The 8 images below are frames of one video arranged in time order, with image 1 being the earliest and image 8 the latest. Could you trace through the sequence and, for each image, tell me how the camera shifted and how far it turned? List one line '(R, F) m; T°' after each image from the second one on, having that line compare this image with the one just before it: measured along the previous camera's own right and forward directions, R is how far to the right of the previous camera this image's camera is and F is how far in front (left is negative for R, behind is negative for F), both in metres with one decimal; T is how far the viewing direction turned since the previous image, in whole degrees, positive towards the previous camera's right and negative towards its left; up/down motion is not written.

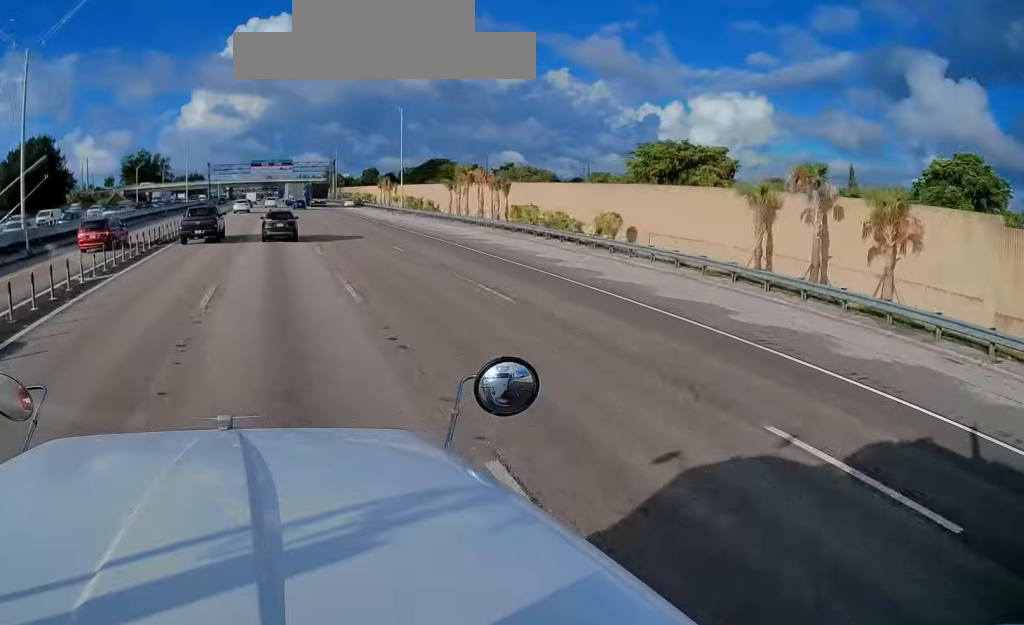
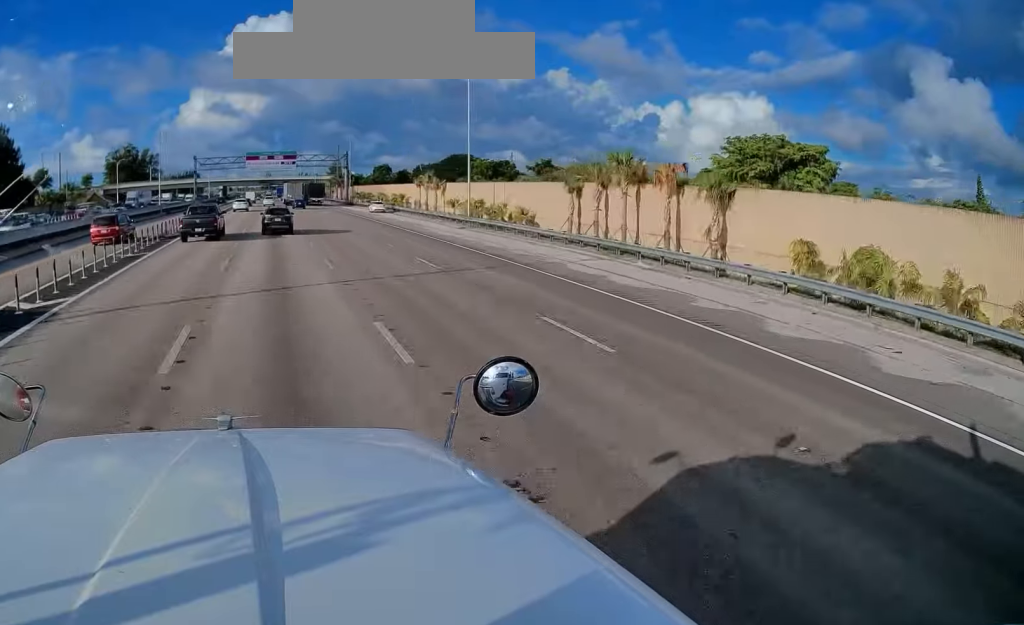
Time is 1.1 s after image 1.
(0.0, +32.9) m; 0°
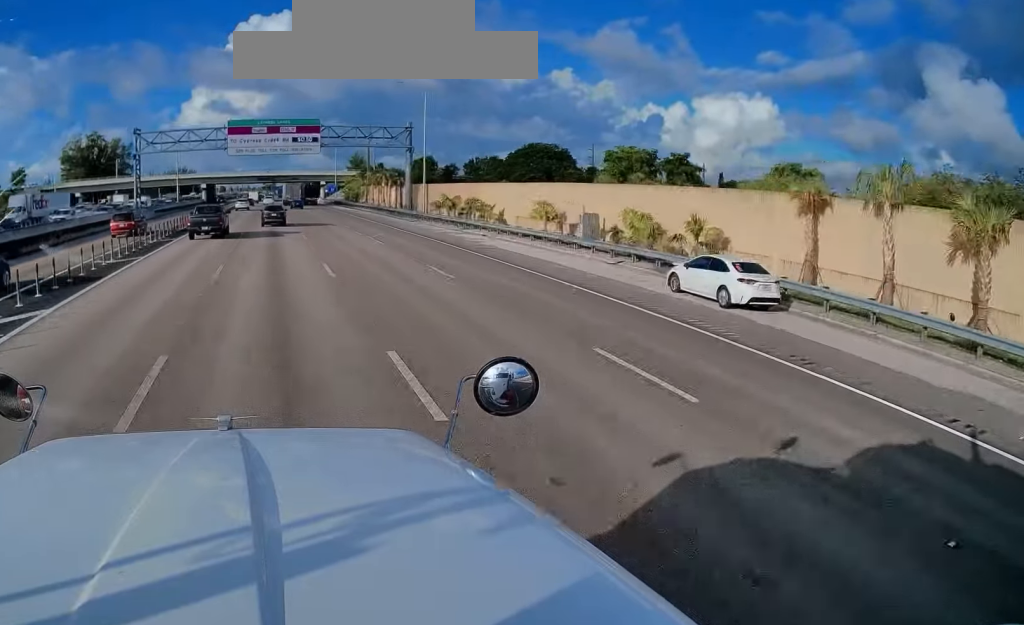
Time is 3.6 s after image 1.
(+0.2, +69.8) m; 0°
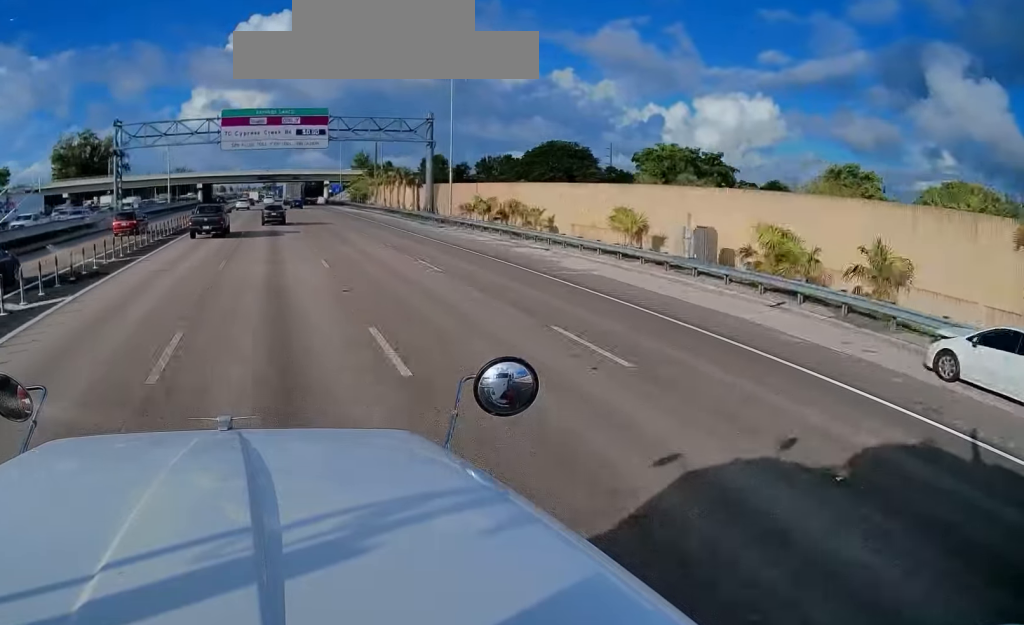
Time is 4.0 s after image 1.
(0.0, +12.3) m; 0°
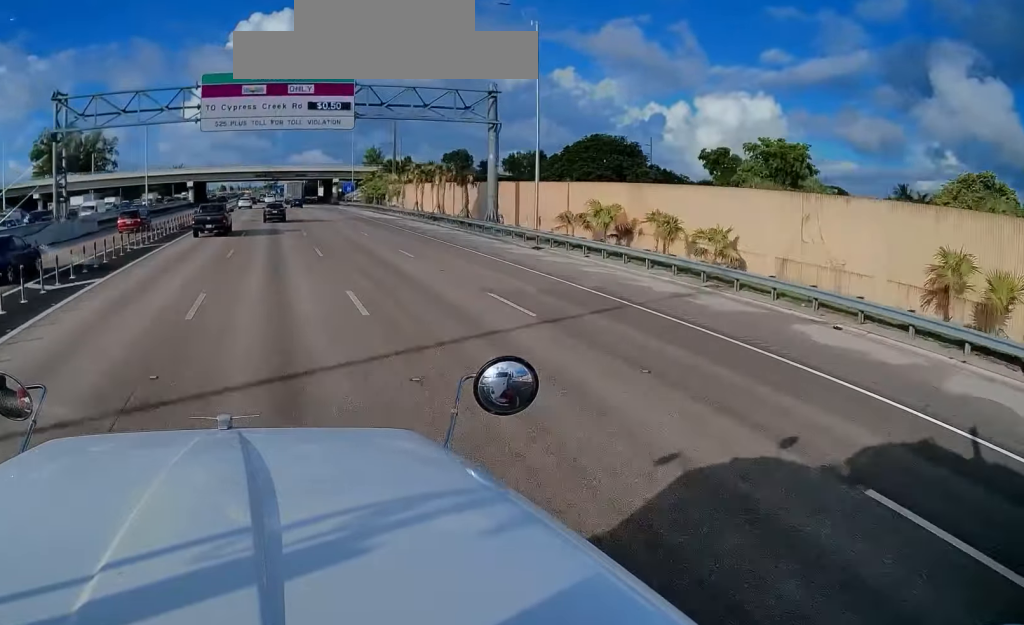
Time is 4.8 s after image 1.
(0.0, +20.8) m; 0°
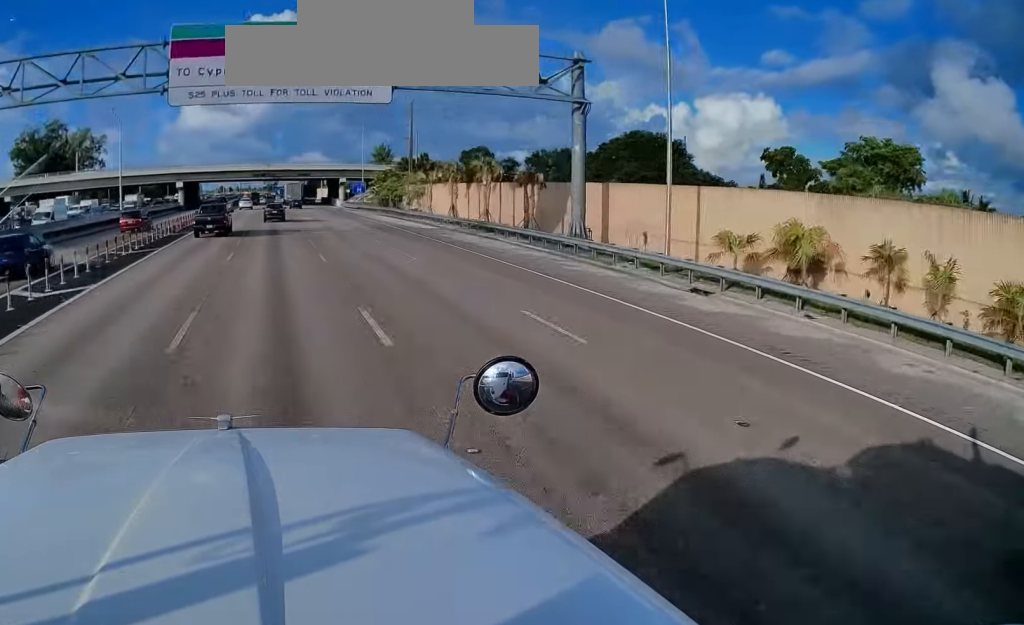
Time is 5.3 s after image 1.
(0.0, +16.1) m; 0°
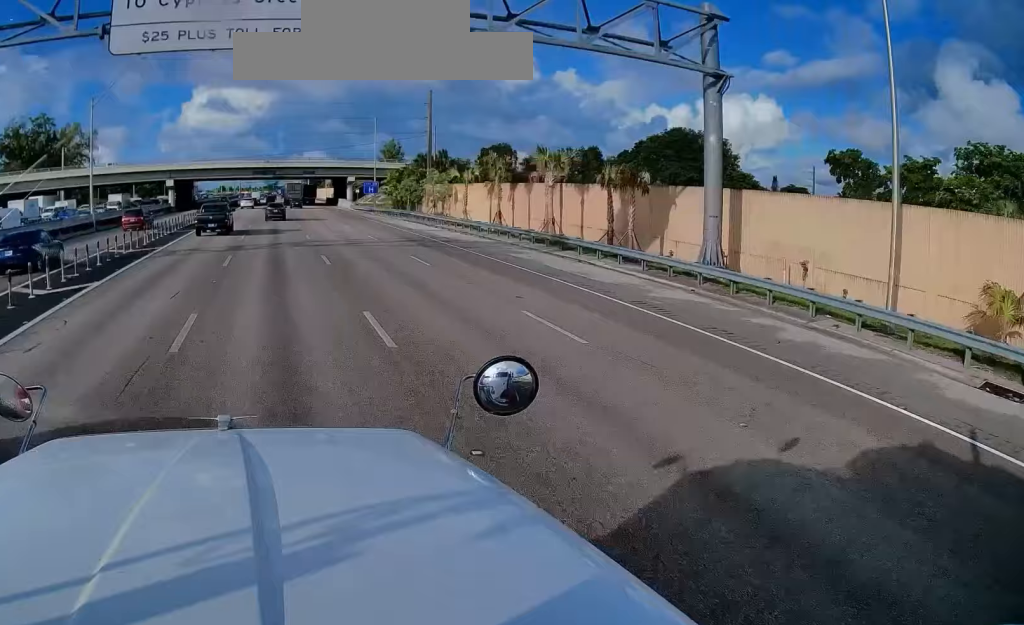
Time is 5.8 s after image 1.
(0.0, +14.0) m; 0°
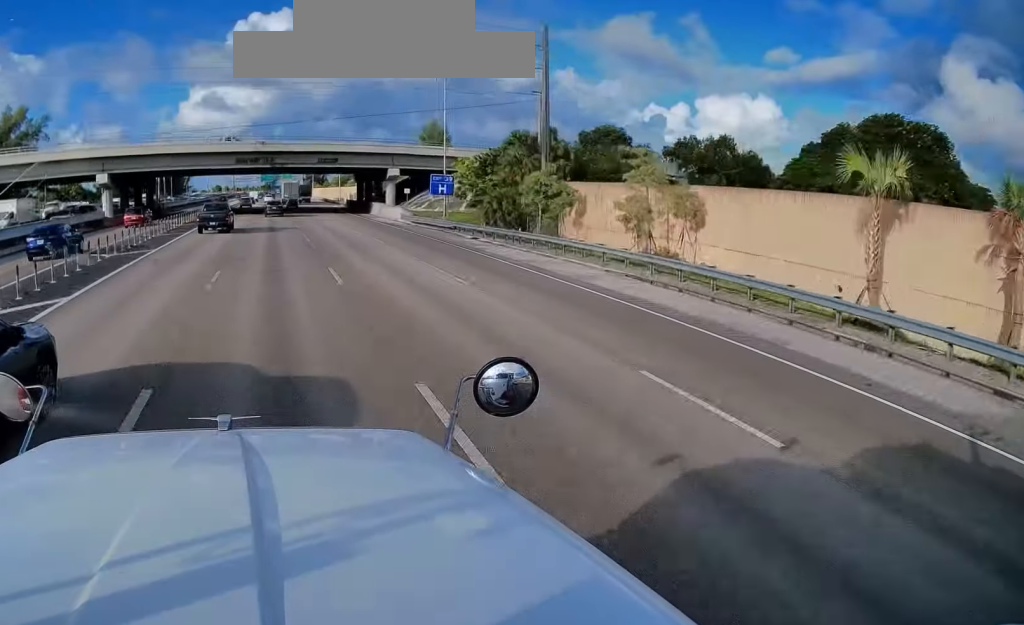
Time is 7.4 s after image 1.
(-0.1, +41.8) m; 0°
